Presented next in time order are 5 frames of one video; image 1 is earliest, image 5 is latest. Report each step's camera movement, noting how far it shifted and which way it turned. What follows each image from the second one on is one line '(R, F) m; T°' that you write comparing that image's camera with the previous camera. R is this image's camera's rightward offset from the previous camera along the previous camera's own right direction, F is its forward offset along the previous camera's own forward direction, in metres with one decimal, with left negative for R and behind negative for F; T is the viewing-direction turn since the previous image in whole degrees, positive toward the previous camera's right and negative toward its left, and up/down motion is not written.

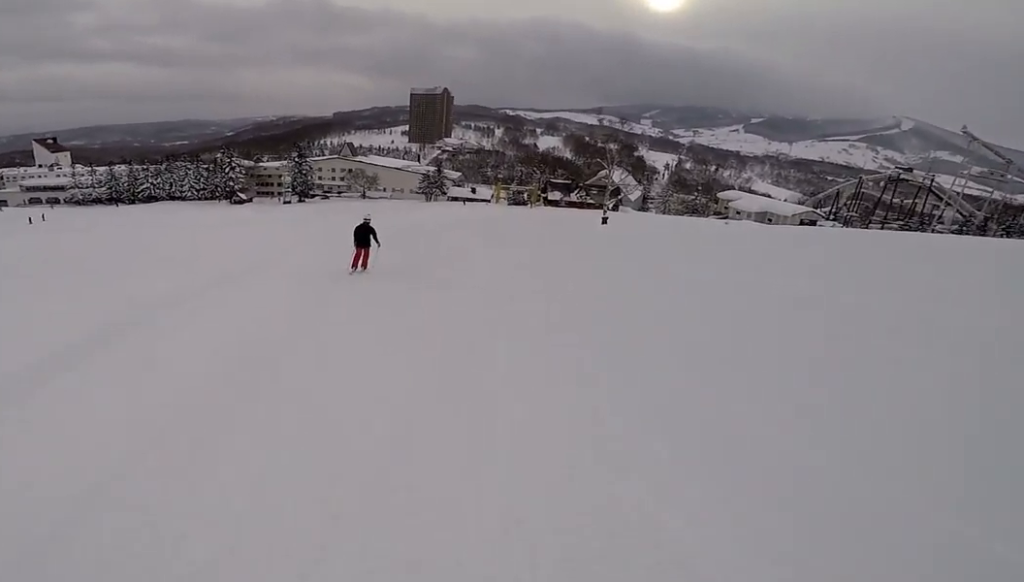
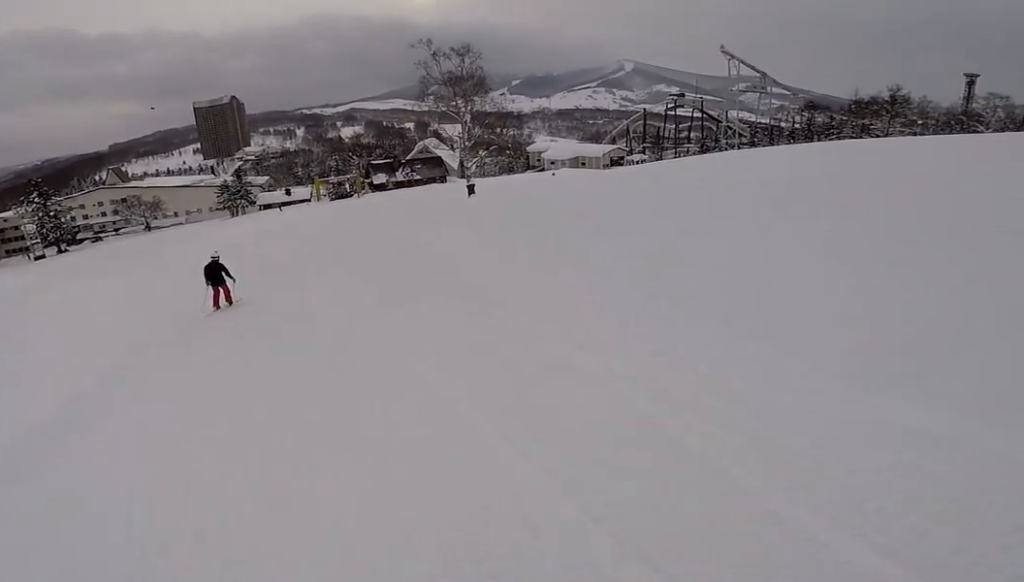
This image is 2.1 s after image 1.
(+2.8, +20.9) m; +12°
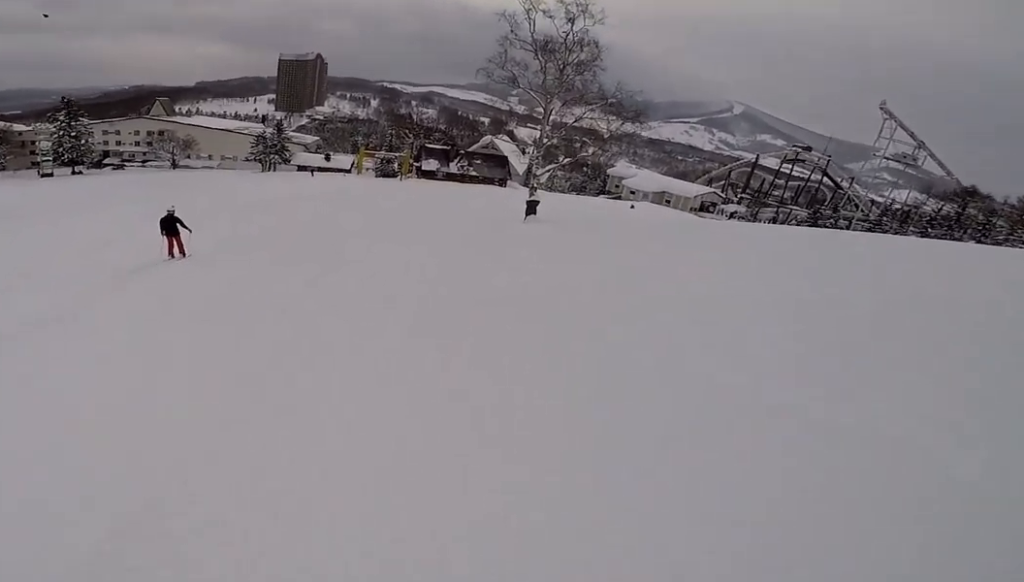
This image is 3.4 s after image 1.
(-0.5, +13.5) m; -6°
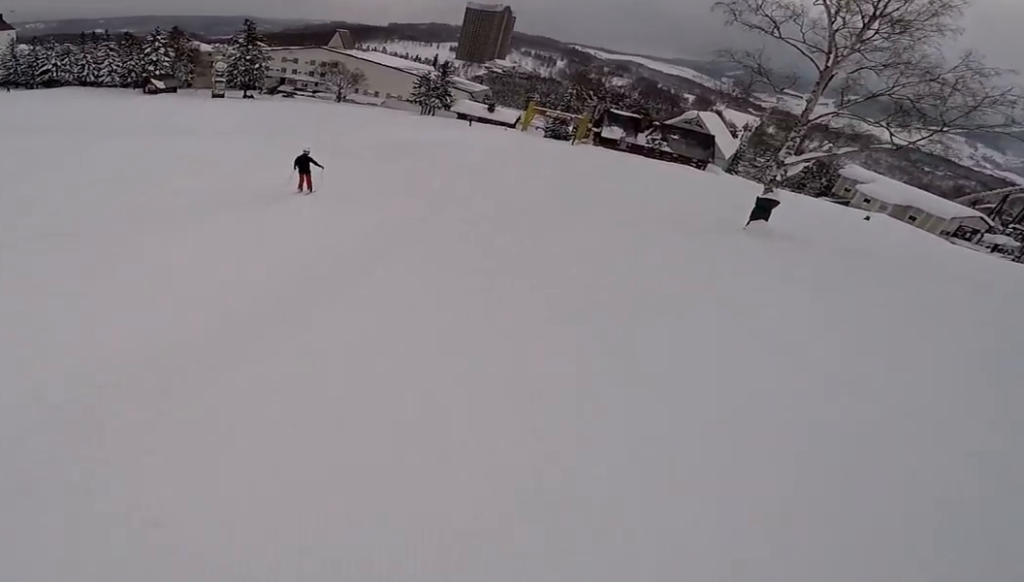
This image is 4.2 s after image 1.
(-0.2, +8.9) m; -4°
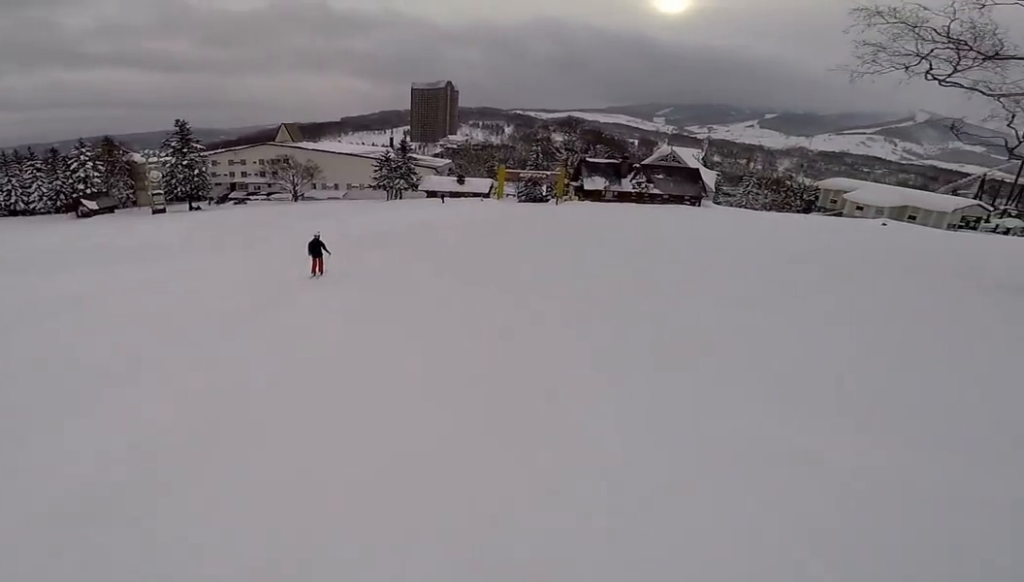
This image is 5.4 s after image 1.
(-0.6, +11.7) m; -4°
